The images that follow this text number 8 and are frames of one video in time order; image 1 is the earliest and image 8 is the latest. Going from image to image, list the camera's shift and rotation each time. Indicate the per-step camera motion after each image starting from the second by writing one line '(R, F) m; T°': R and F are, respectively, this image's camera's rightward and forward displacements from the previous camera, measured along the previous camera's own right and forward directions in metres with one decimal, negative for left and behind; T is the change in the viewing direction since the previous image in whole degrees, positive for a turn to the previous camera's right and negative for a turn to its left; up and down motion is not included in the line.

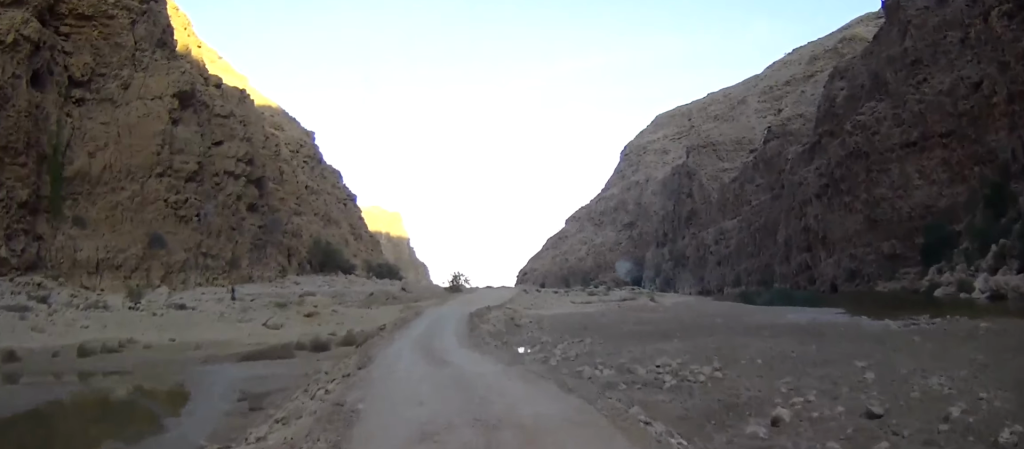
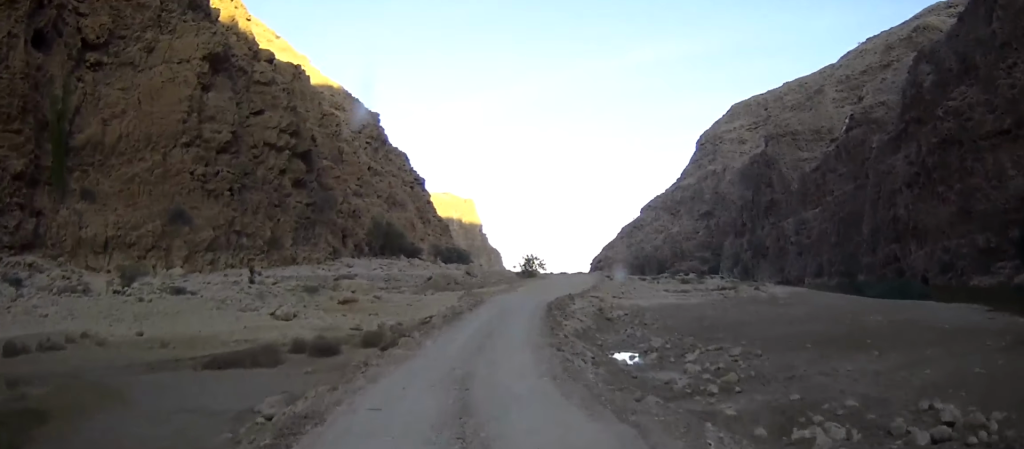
(-0.5, +12.4) m; -4°
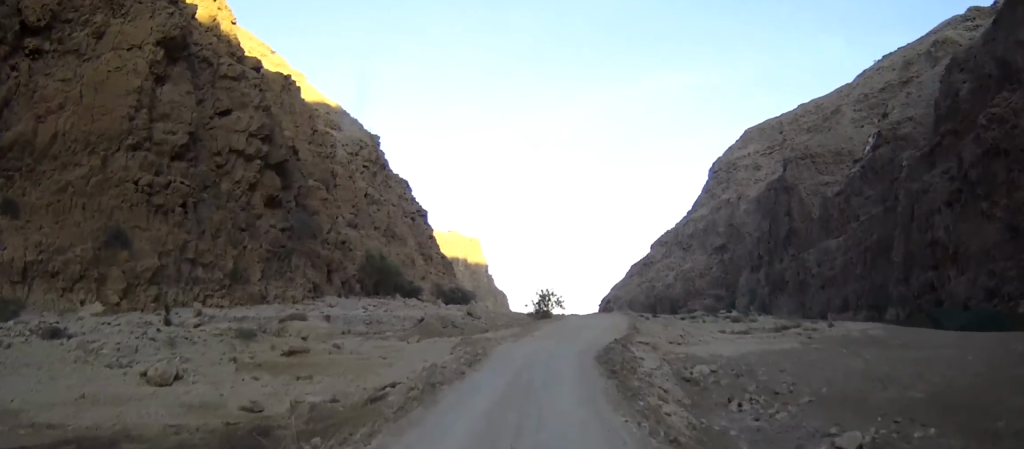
(-0.4, +15.9) m; -1°
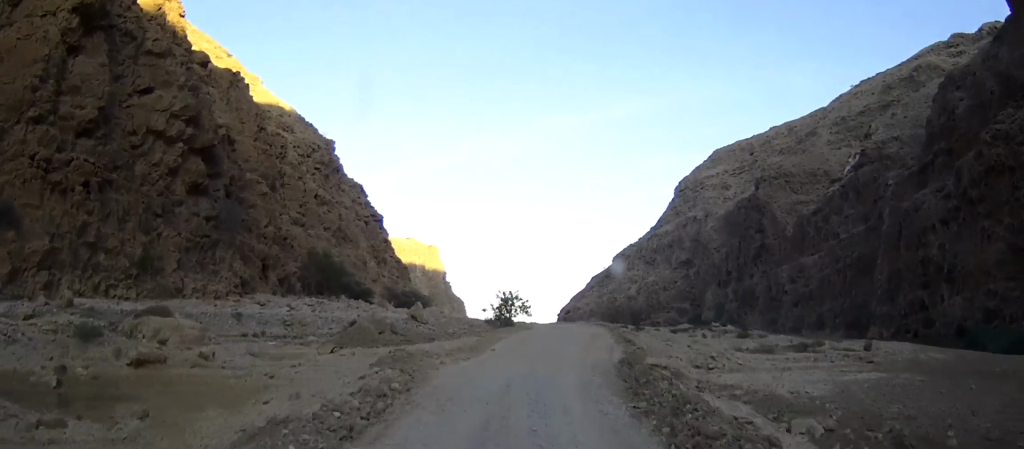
(+0.2, +11.8) m; +2°
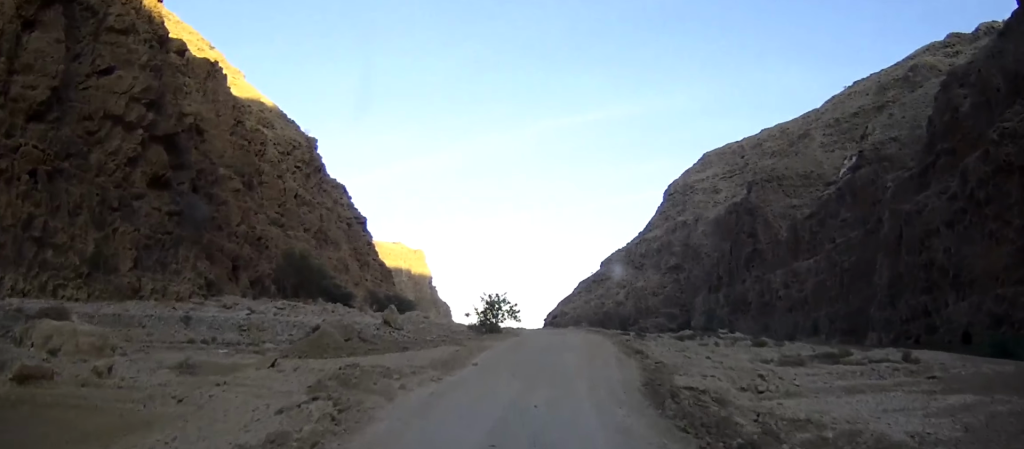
(0.0, +6.0) m; +2°
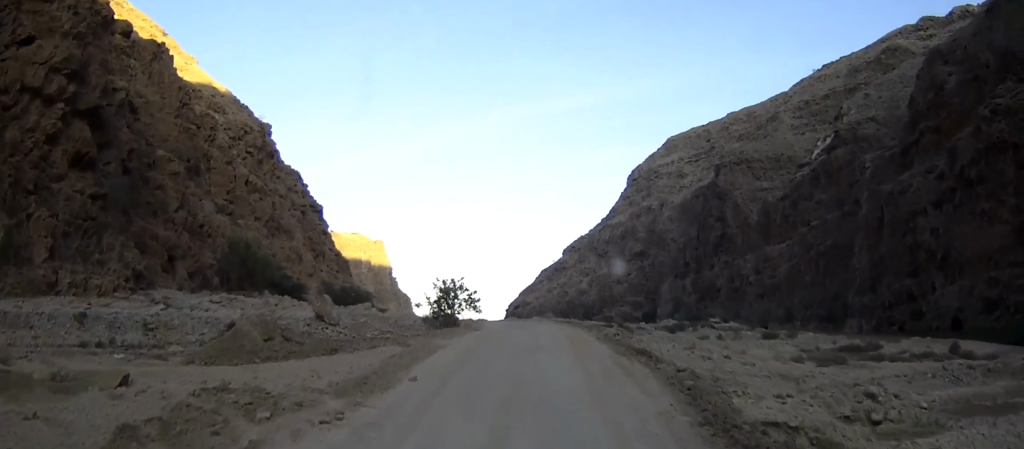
(+0.2, +7.7) m; +3°
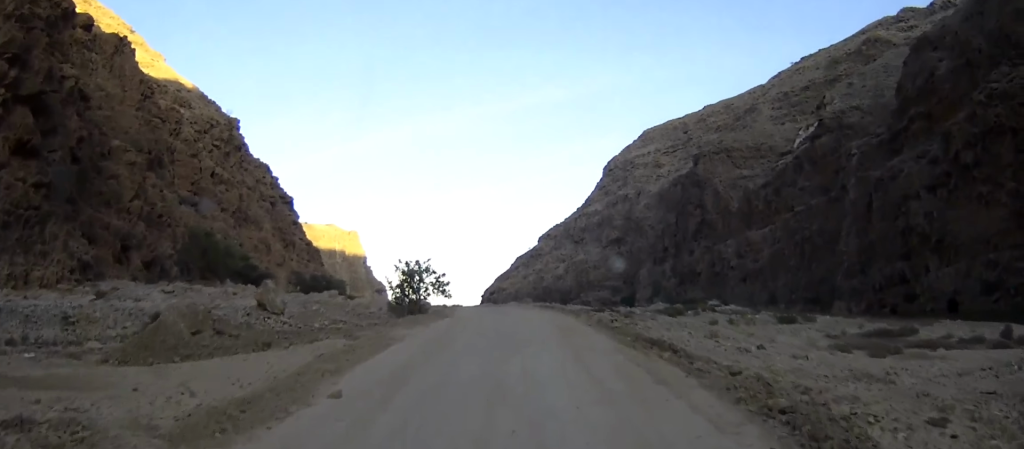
(+0.1, +5.9) m; +1°
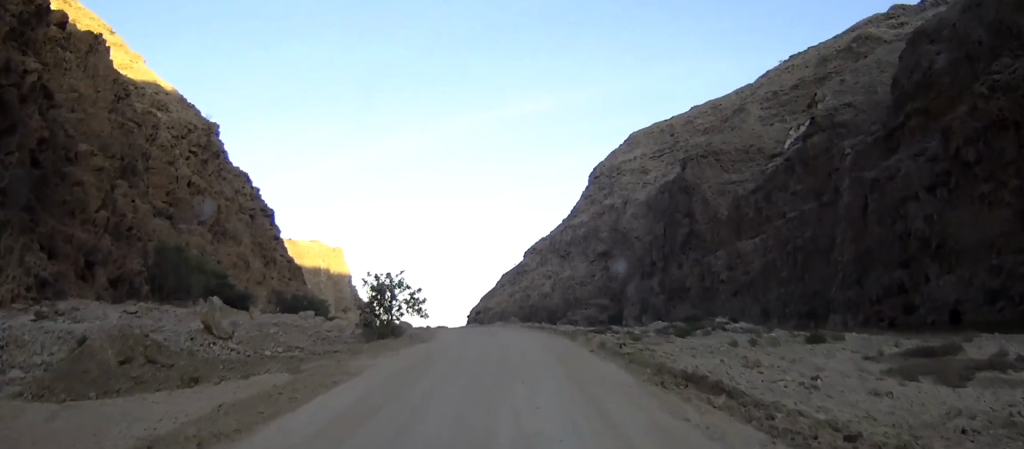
(+0.1, +4.6) m; +1°
